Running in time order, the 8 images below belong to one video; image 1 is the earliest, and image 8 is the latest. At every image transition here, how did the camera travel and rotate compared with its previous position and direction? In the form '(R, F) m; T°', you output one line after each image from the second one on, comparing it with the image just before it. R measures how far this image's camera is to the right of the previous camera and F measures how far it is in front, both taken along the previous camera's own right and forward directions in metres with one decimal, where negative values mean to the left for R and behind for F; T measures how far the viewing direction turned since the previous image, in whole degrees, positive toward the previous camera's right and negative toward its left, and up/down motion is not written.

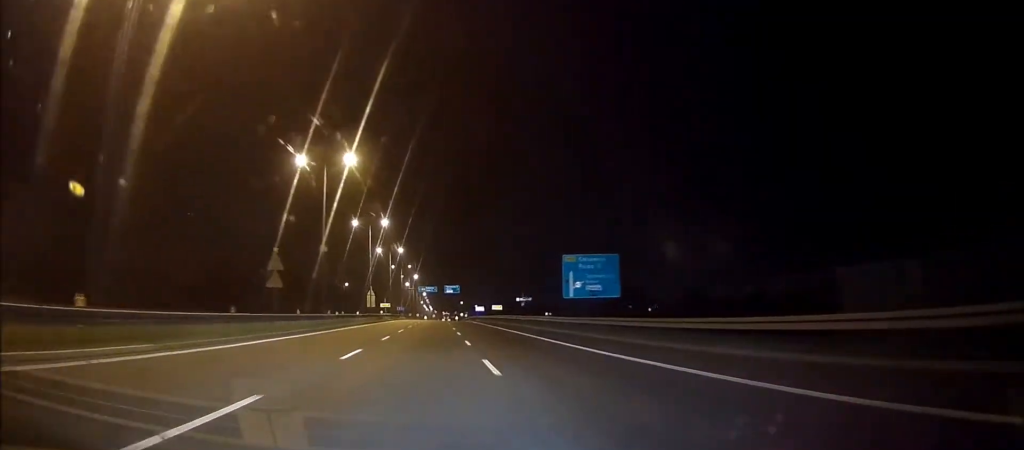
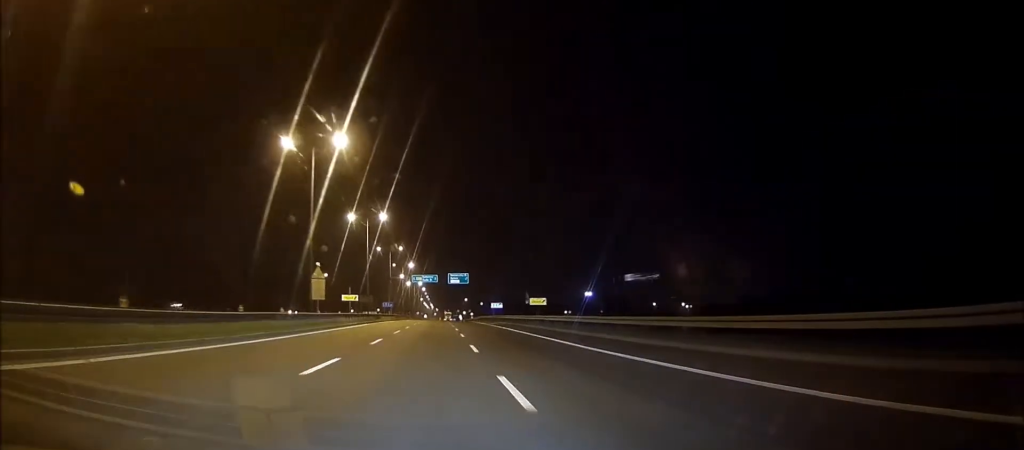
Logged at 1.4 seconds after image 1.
(-0.2, +40.2) m; 0°
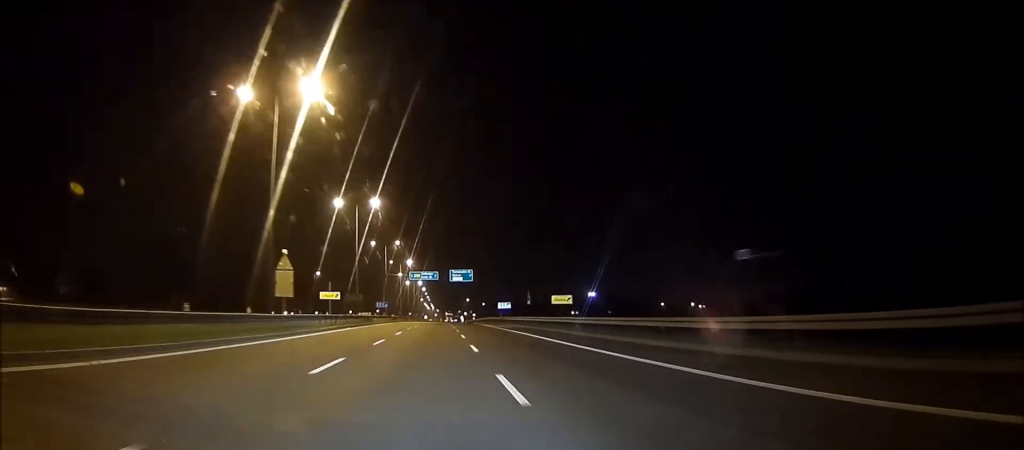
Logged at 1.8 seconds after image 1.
(0.0, +11.2) m; 0°
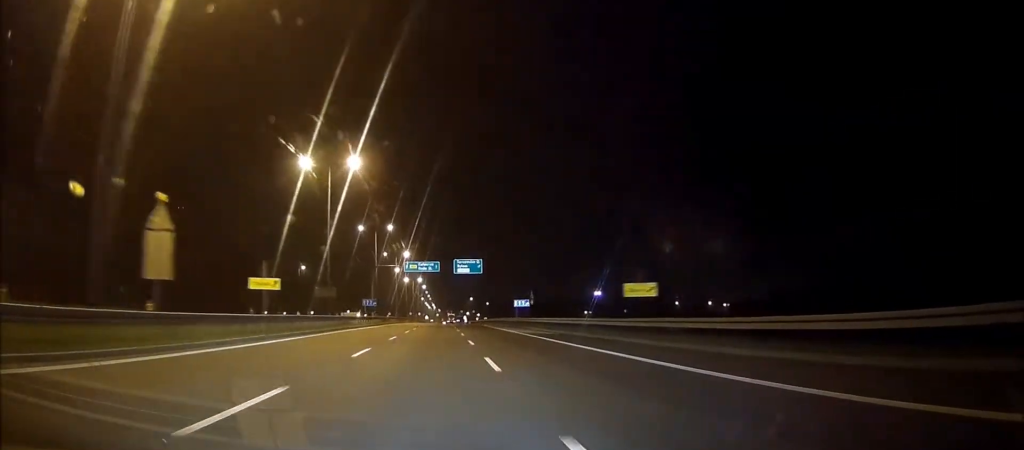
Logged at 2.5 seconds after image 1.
(0.0, +18.7) m; 0°
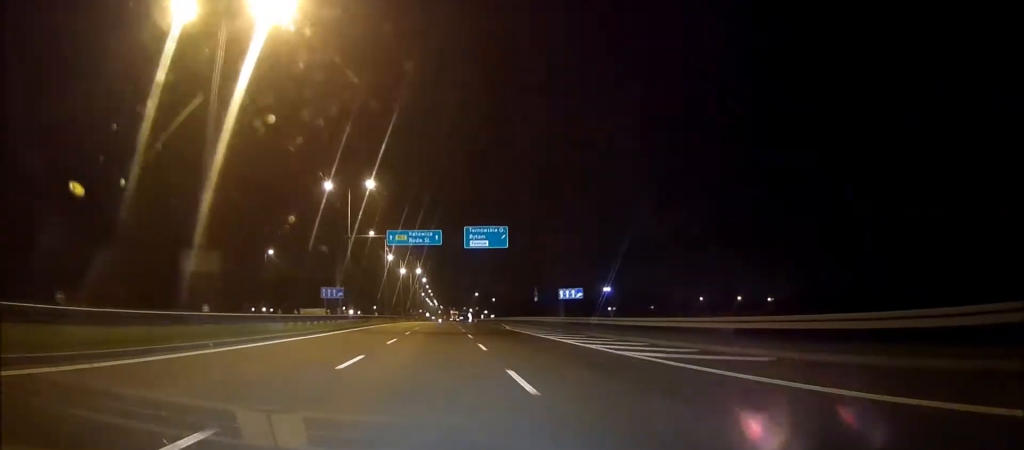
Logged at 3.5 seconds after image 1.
(0.0, +28.0) m; 0°
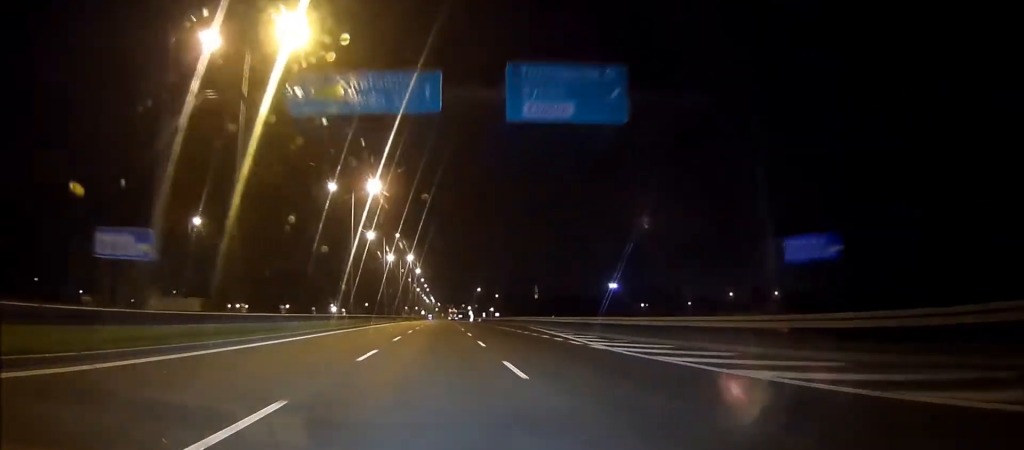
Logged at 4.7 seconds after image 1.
(+0.1, +33.5) m; 0°
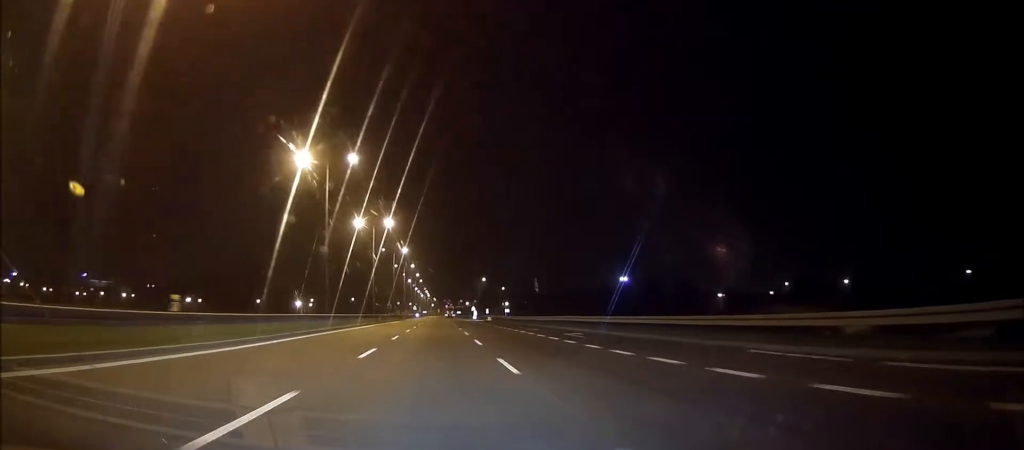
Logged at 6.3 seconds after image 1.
(0.0, +45.4) m; 0°
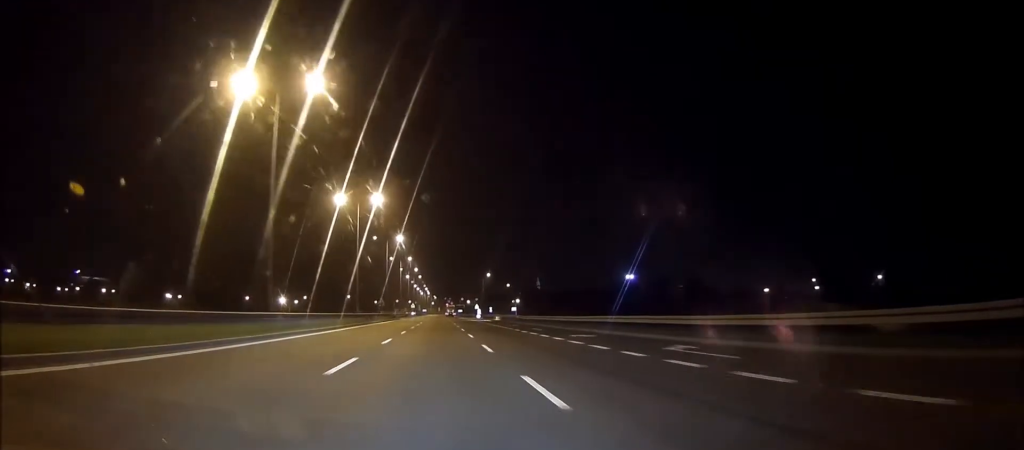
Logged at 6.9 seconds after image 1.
(0.0, +16.7) m; 0°
